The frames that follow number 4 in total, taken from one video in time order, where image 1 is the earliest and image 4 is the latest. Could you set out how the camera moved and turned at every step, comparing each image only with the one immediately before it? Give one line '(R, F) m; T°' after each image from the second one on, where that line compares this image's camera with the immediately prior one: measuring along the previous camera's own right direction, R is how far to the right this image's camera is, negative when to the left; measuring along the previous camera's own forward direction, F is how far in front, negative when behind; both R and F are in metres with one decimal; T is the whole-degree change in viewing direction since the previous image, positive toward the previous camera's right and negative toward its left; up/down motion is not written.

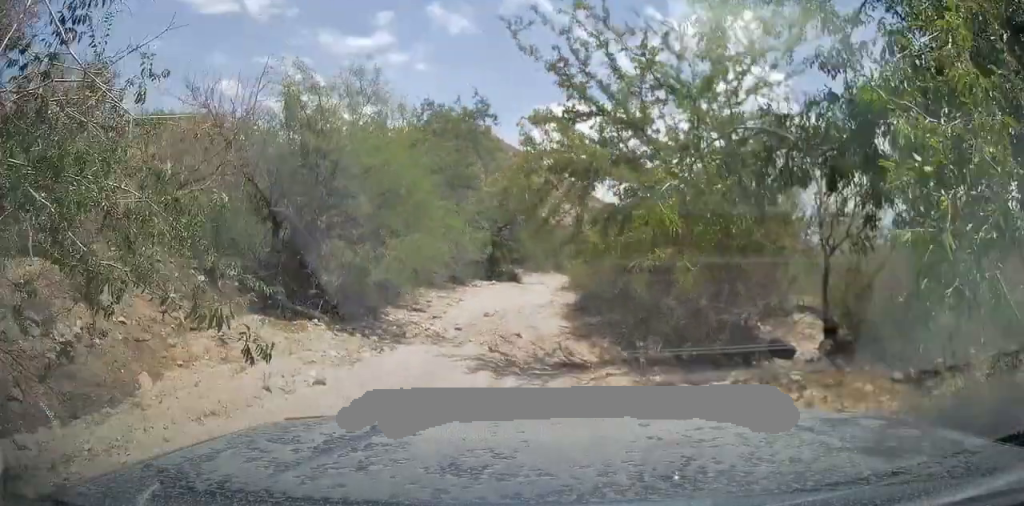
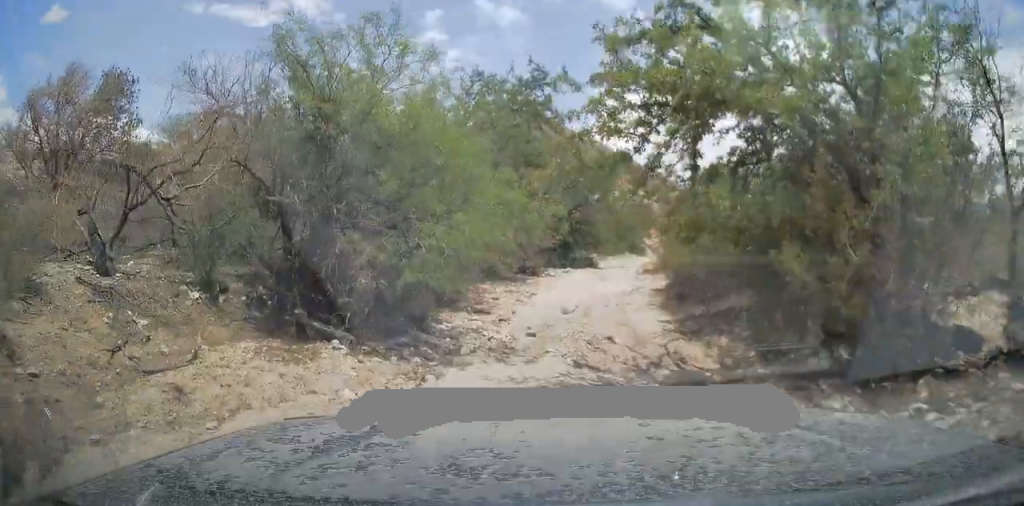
(+0.1, +2.9) m; +1°
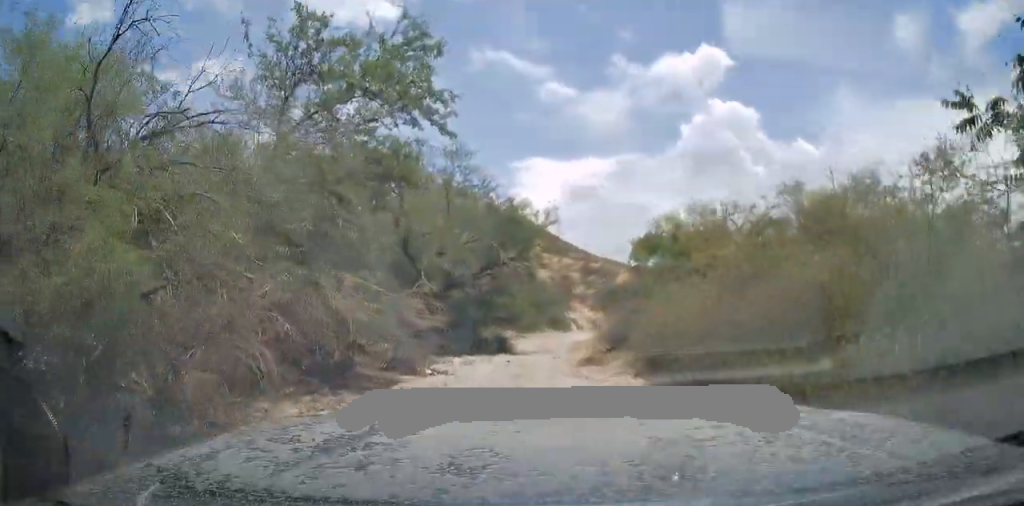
(-0.1, +10.2) m; +1°
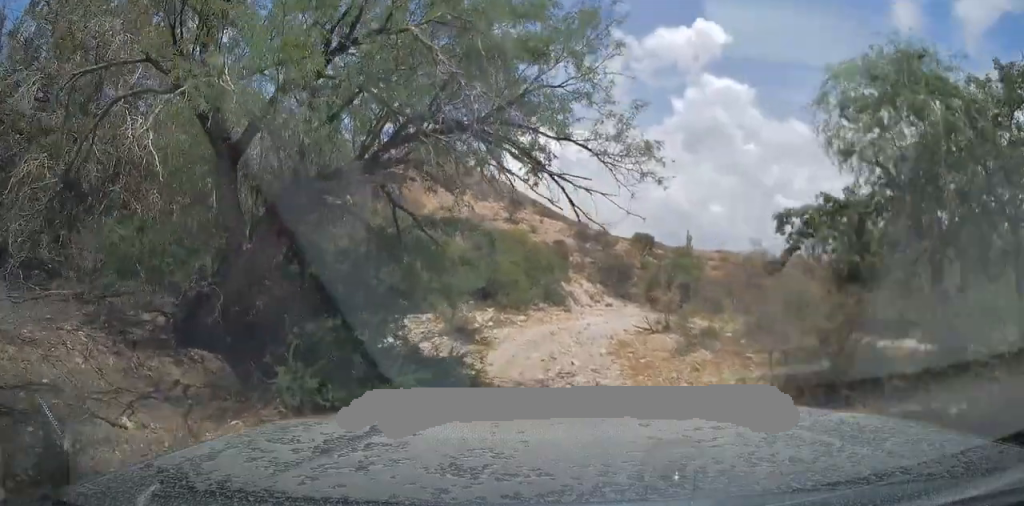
(+1.0, +19.0) m; +6°
